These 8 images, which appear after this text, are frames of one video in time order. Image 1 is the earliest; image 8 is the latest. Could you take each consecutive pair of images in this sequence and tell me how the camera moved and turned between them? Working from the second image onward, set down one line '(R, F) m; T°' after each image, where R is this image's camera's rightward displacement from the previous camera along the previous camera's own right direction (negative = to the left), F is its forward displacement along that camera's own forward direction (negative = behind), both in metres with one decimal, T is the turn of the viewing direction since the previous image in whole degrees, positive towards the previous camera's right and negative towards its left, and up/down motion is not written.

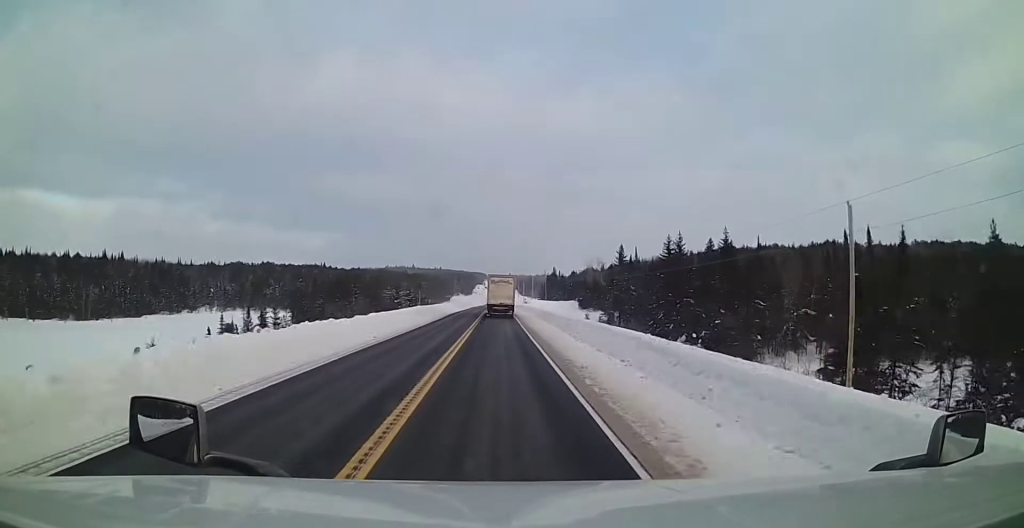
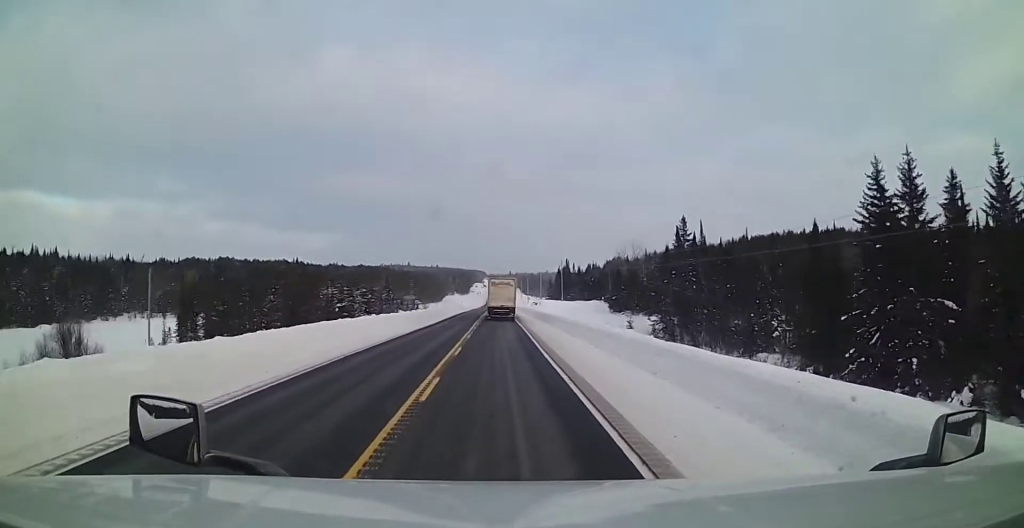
(+0.4, +48.8) m; +2°
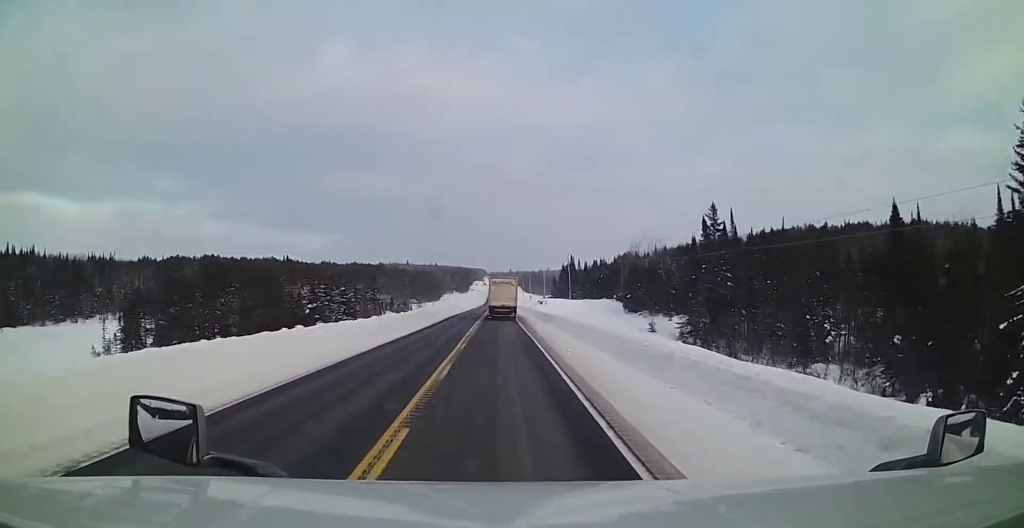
(+0.2, +14.3) m; 0°
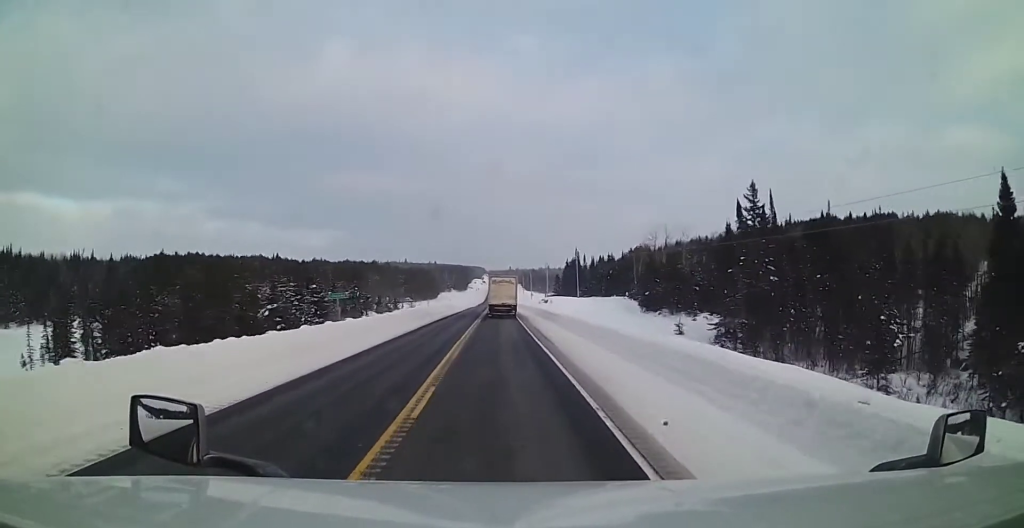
(+0.3, +13.6) m; 0°
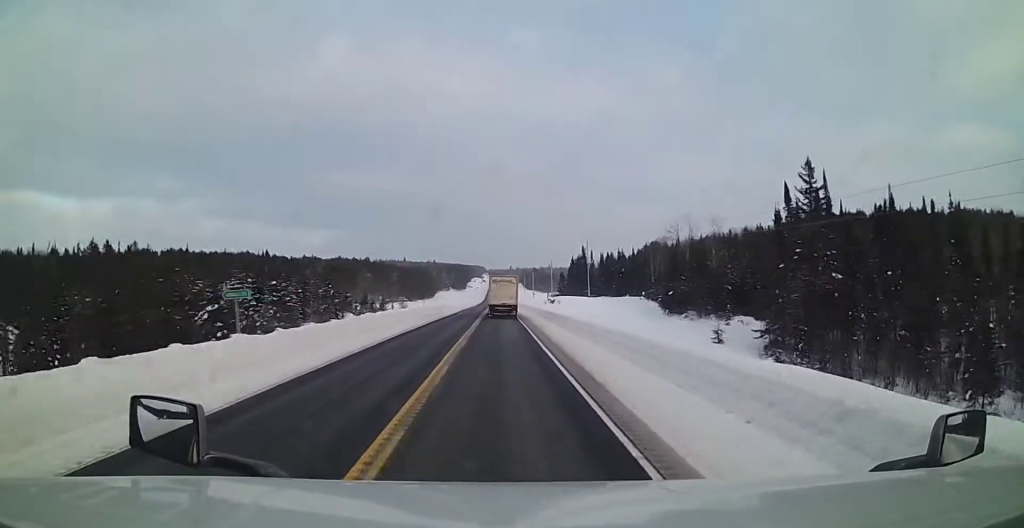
(-0.2, +13.8) m; 0°
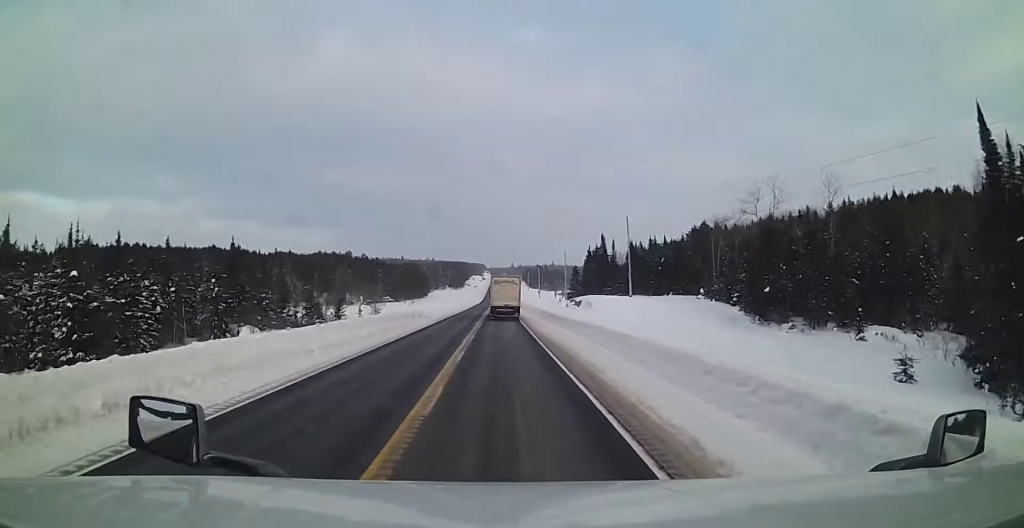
(+0.1, +31.5) m; +1°
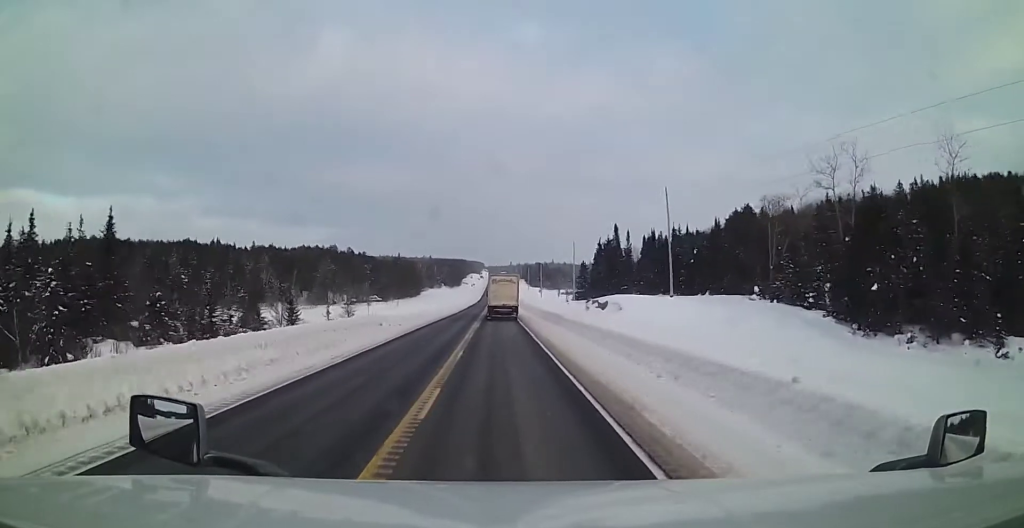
(+0.1, +17.9) m; 0°
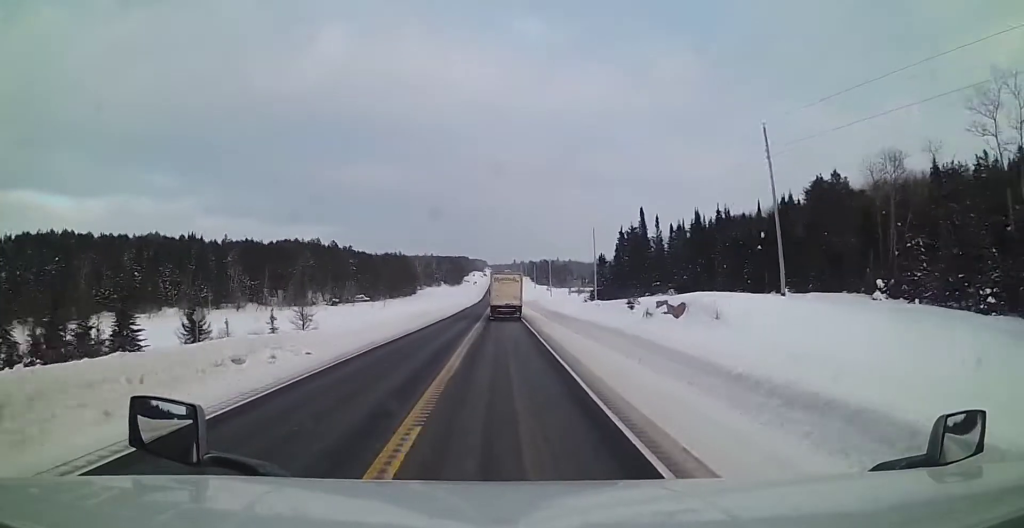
(0.0, +21.9) m; 0°
